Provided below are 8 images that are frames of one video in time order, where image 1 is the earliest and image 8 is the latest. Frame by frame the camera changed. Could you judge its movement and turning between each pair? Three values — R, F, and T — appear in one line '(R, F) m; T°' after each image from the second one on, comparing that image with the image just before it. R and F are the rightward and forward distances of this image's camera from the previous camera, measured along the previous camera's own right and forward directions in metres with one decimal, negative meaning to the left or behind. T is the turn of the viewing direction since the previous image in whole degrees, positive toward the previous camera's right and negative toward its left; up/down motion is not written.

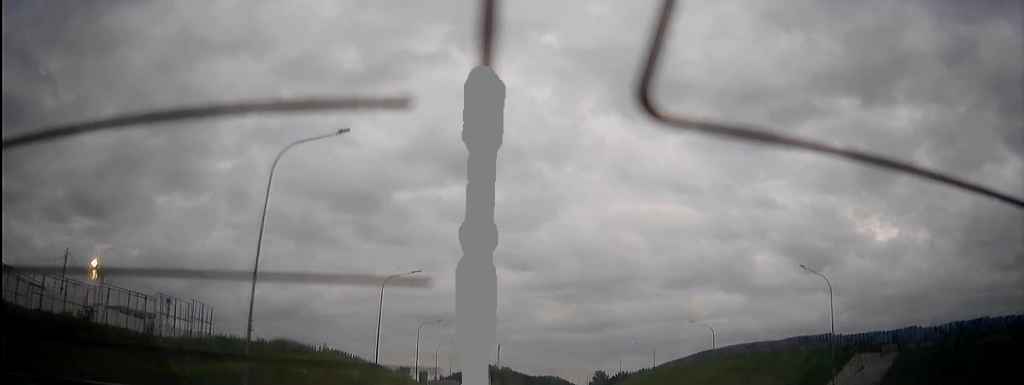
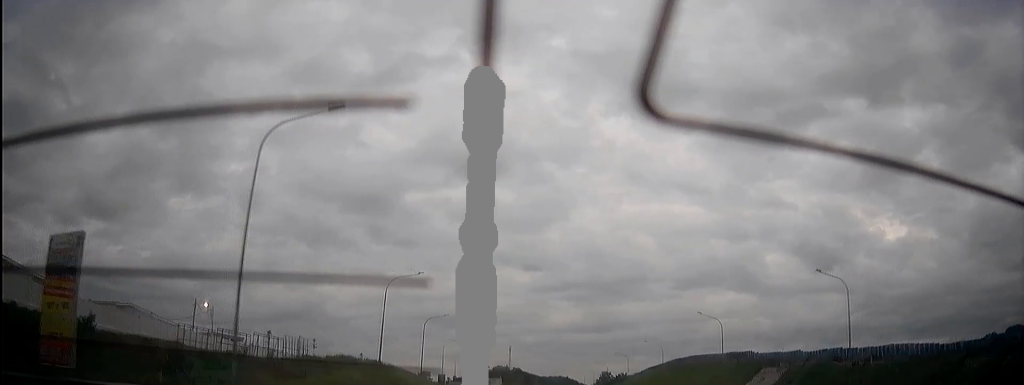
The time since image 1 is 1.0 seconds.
(+0.1, +29.8) m; +1°
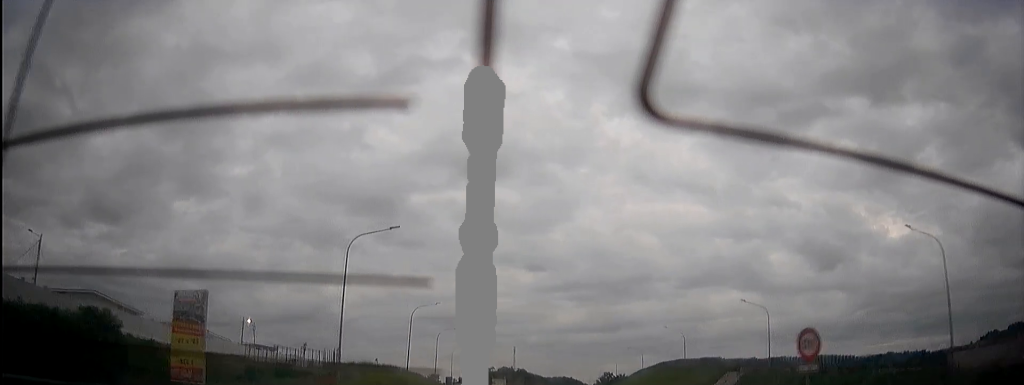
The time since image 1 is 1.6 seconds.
(+0.1, +17.9) m; +1°
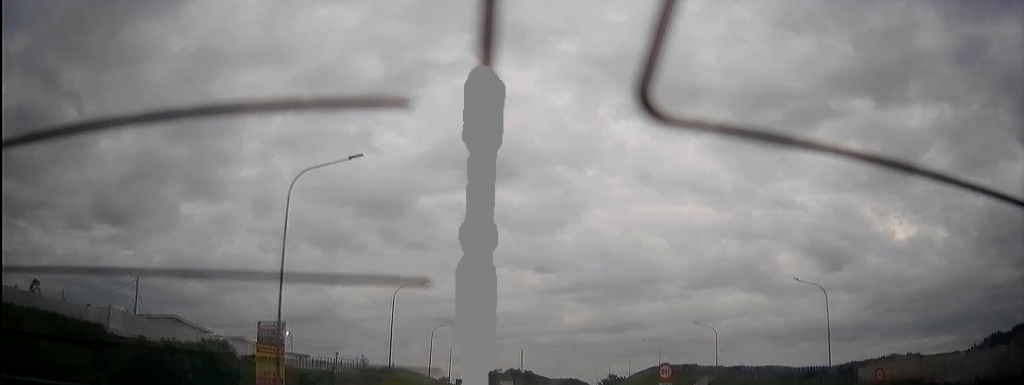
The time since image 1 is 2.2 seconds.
(+0.1, +16.7) m; +1°
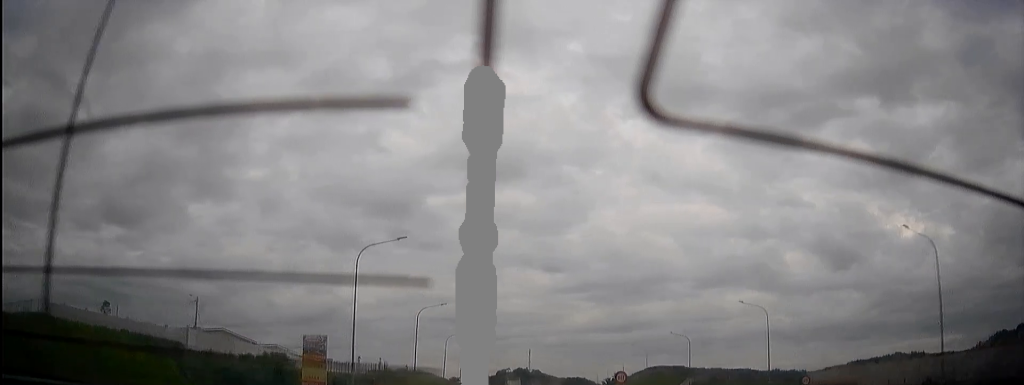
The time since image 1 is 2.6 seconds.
(+0.1, +14.3) m; +1°
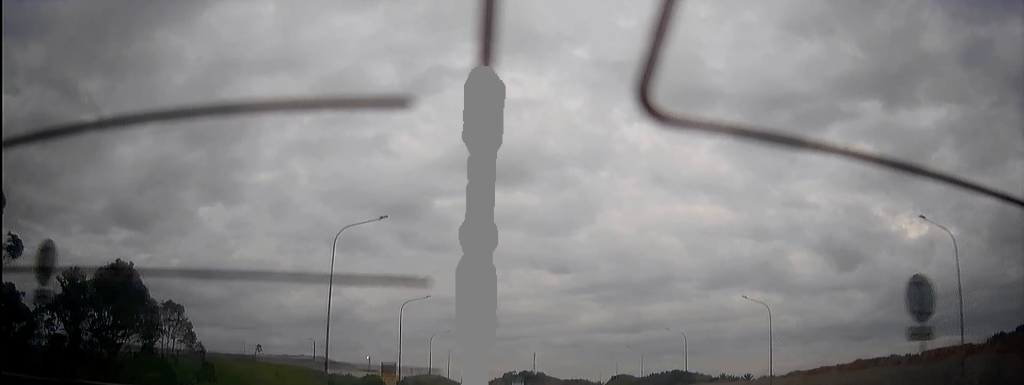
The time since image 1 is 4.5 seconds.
(+1.0, +56.1) m; +2°
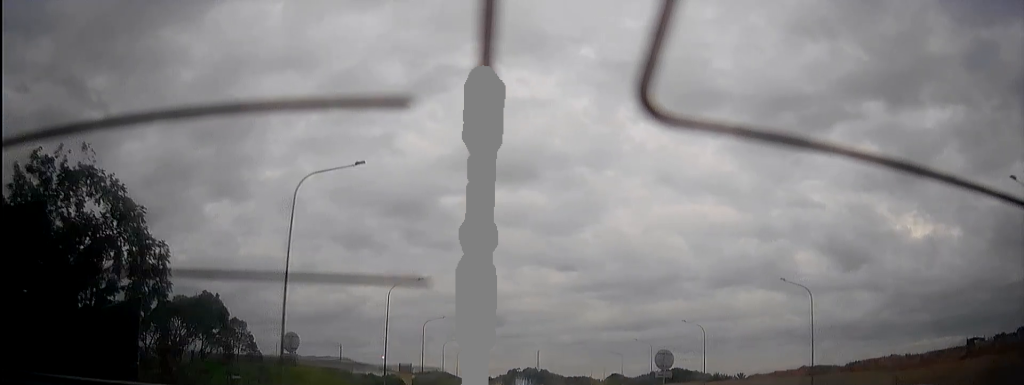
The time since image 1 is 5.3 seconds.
(0.0, +22.7) m; 0°
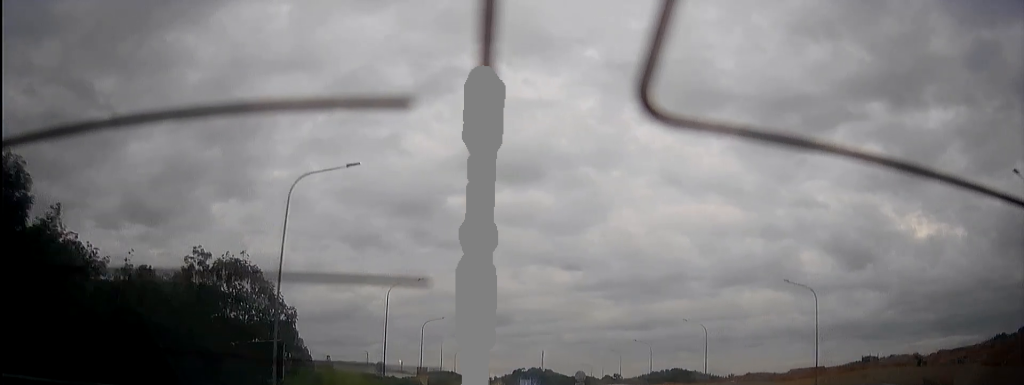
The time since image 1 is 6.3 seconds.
(+0.1, +29.8) m; 0°
